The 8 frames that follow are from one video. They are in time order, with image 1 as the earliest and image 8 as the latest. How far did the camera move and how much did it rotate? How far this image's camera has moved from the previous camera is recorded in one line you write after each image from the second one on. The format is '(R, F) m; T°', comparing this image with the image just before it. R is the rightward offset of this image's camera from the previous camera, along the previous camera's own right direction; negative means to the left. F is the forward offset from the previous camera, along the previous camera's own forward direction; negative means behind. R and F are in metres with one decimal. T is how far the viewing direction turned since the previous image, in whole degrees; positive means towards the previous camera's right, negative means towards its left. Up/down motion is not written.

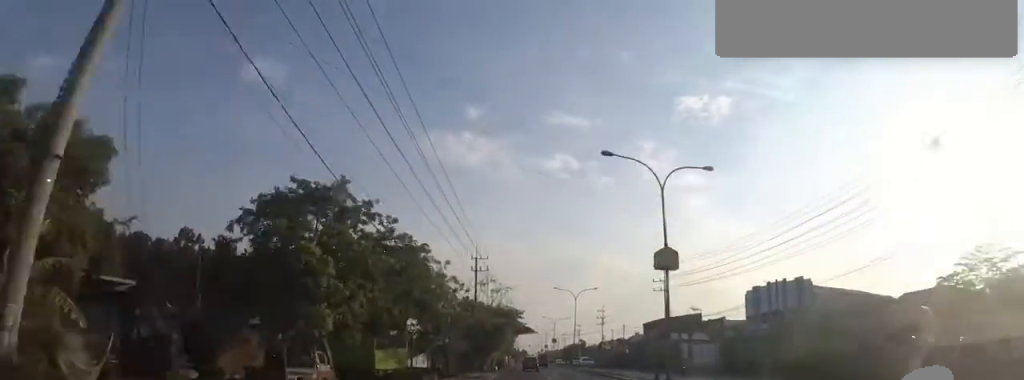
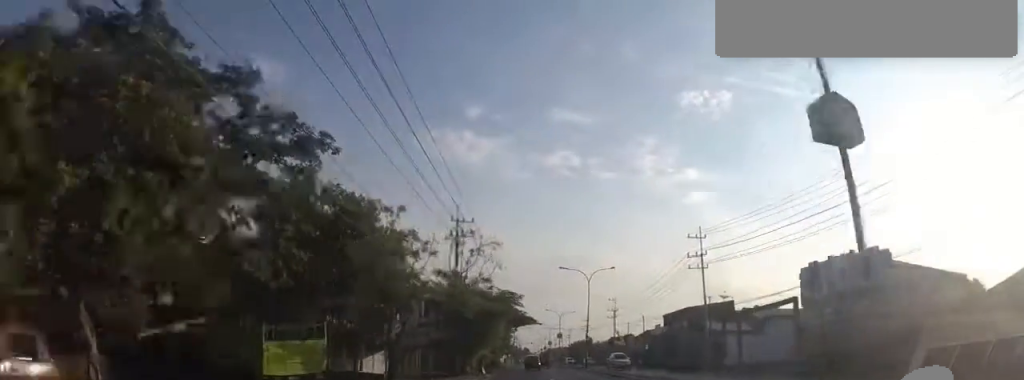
(+0.3, +13.0) m; 0°
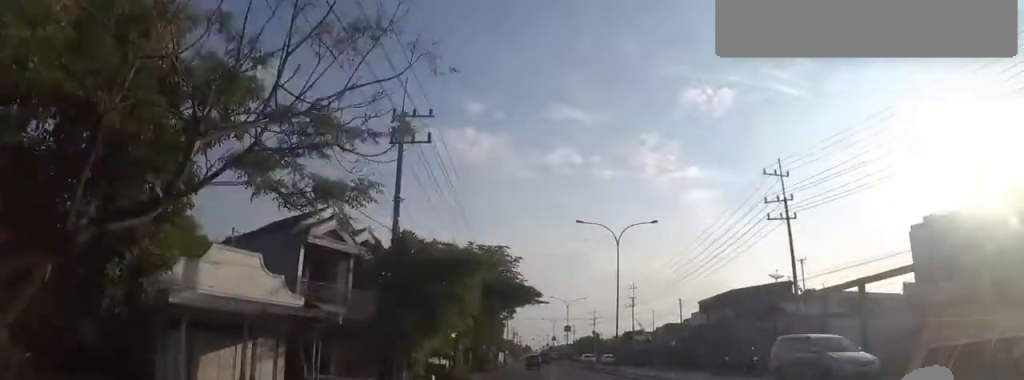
(+0.1, +16.2) m; -2°
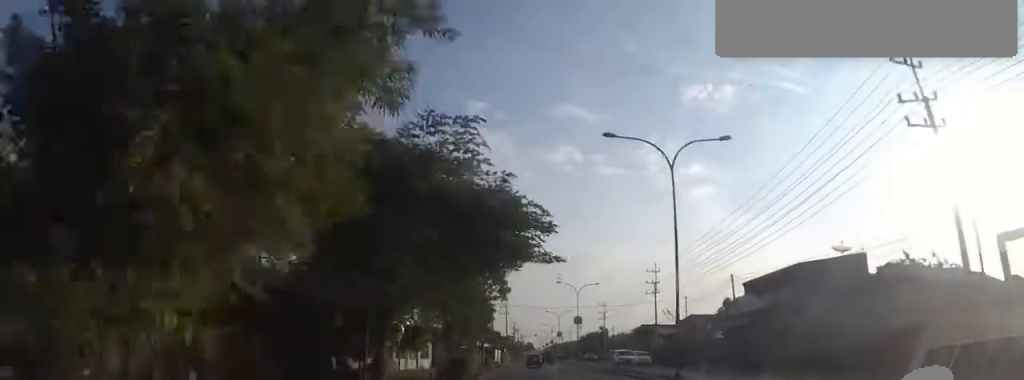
(-0.7, +13.4) m; -1°
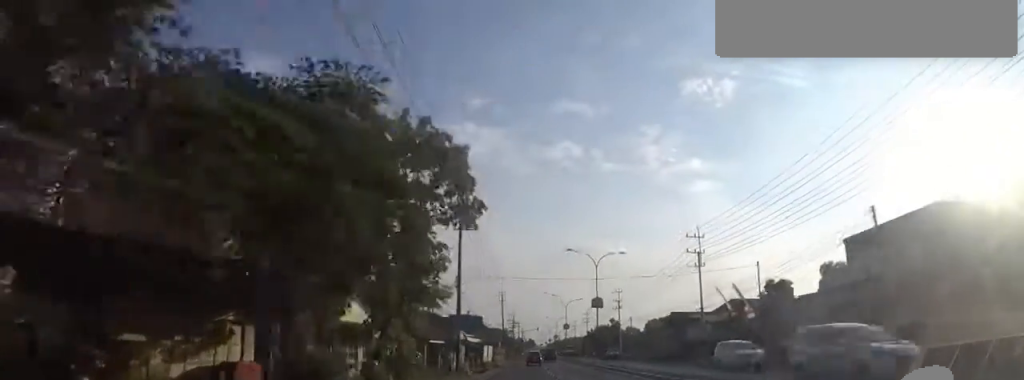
(-0.1, +17.3) m; 0°
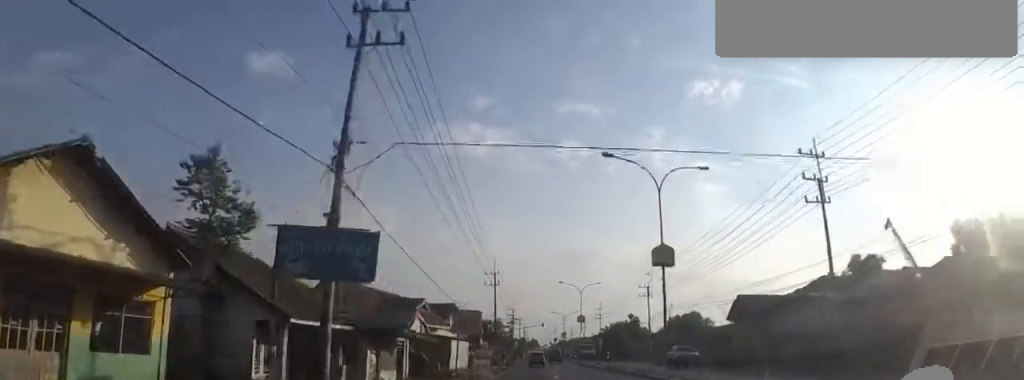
(+0.3, +22.1) m; 0°
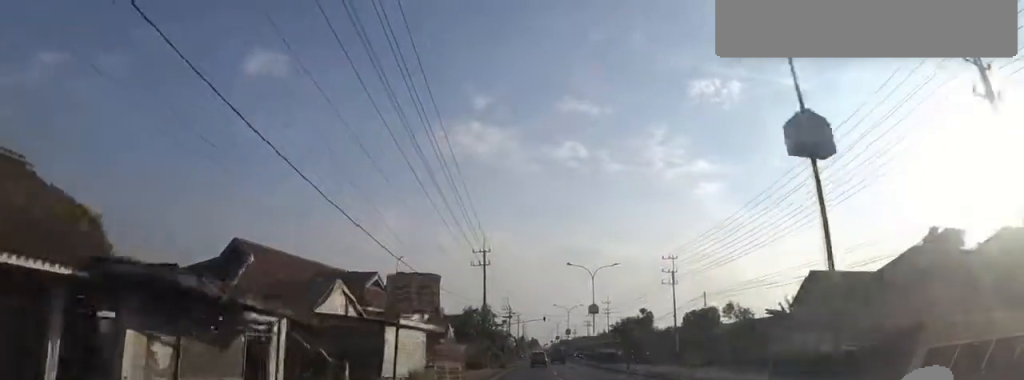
(+0.1, +12.7) m; -1°
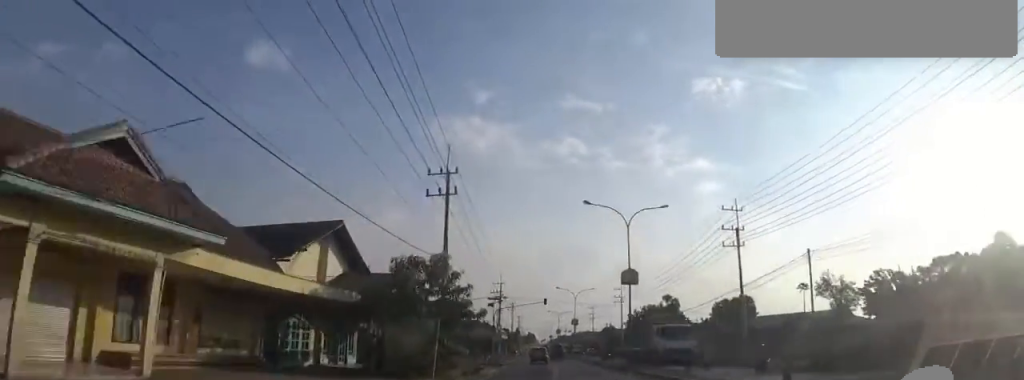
(-0.4, +18.9) m; -1°
